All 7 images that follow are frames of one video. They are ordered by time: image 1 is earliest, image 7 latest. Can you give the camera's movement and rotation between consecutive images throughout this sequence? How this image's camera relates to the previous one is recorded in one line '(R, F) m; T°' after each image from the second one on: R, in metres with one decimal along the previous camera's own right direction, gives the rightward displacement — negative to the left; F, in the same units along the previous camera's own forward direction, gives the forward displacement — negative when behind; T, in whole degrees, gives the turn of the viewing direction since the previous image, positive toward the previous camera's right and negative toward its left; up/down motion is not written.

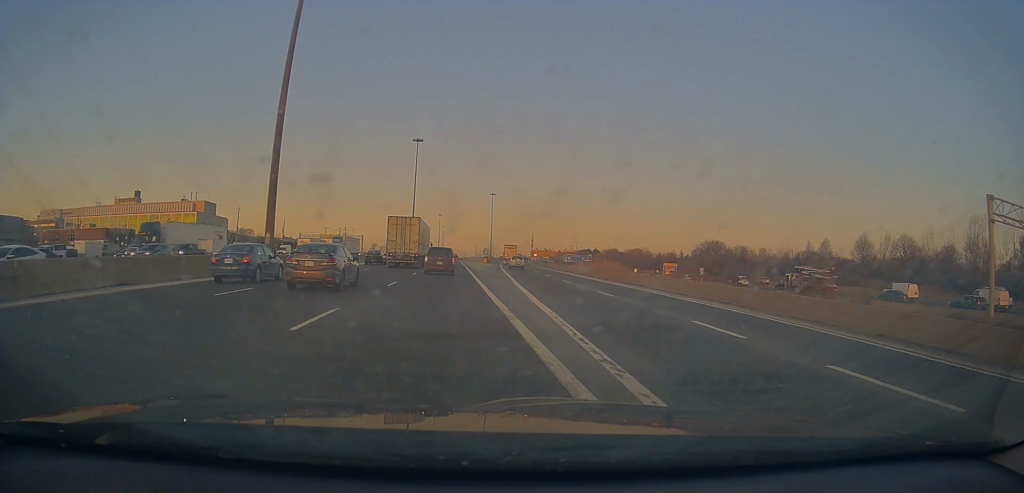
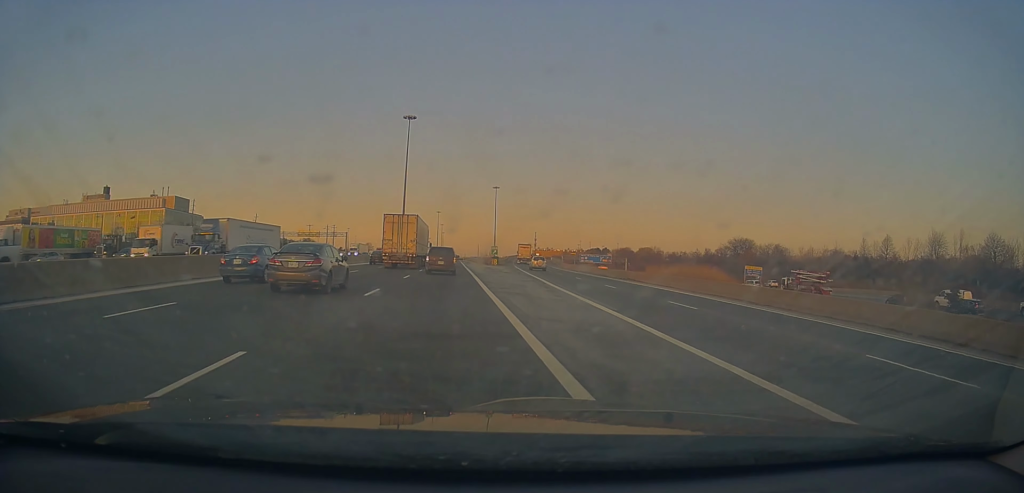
(0.0, +29.6) m; +1°
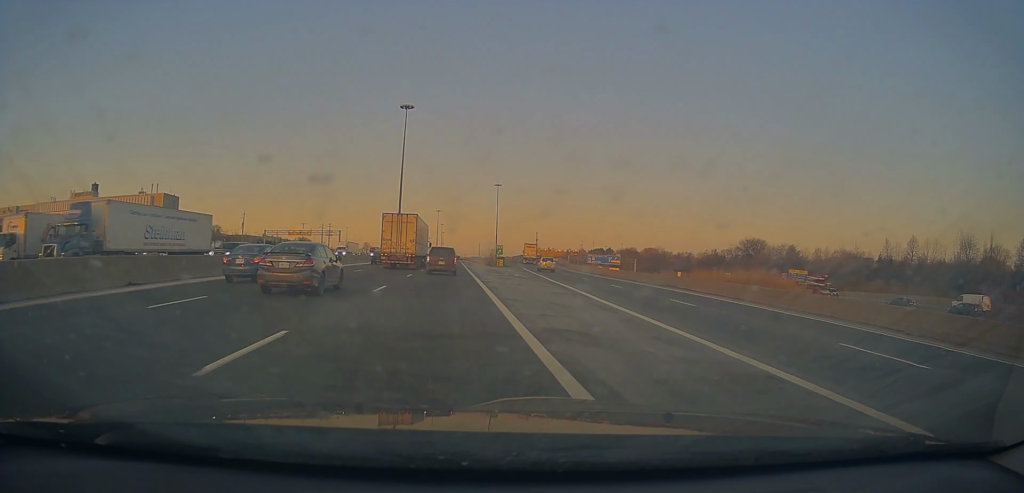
(+0.1, +10.4) m; 0°
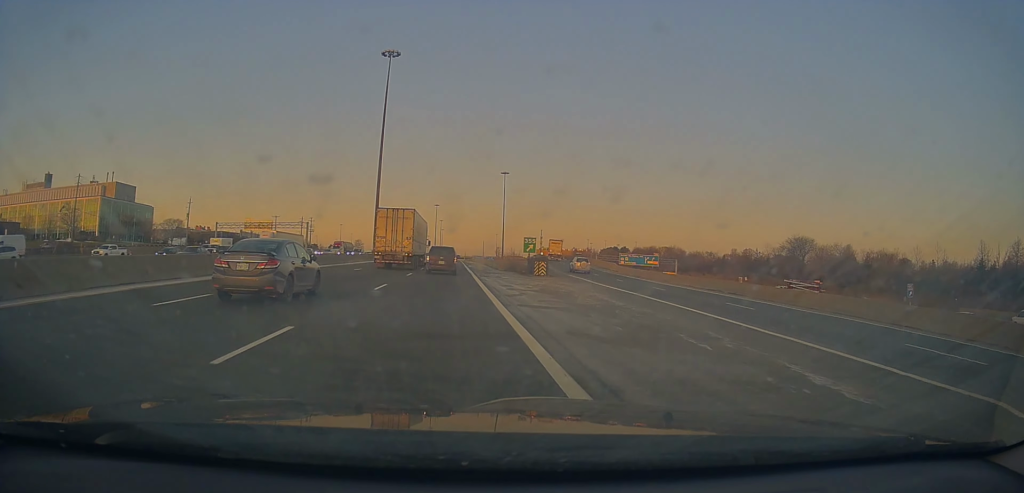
(+0.2, +36.4) m; -1°
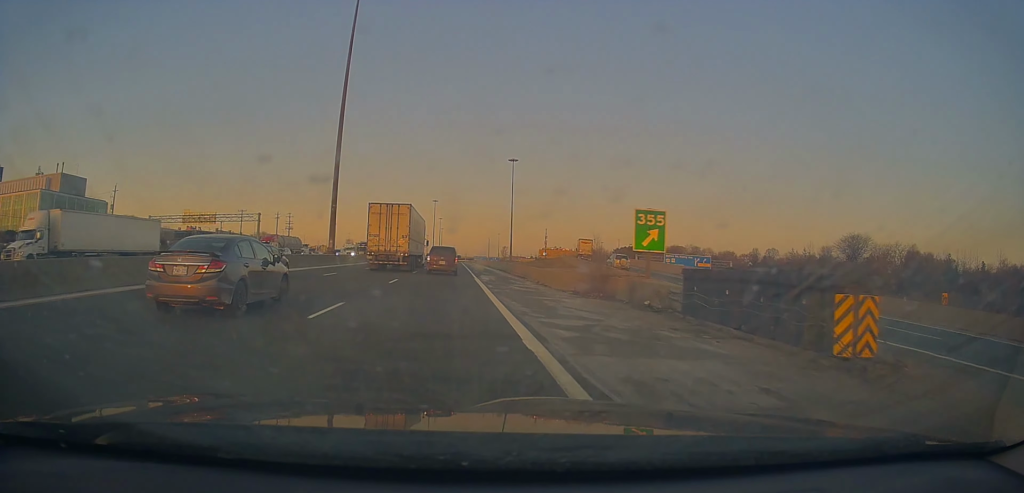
(-0.4, +32.4) m; -1°
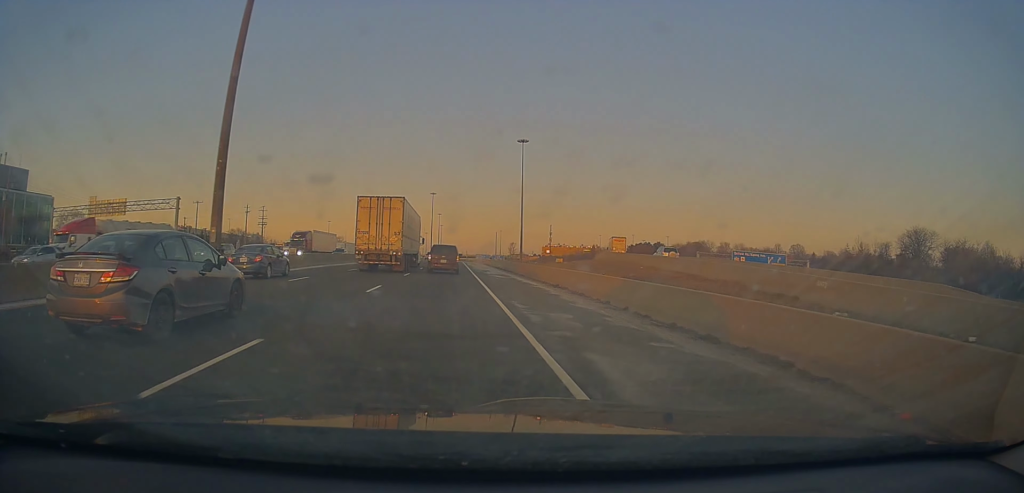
(+0.2, +30.2) m; 0°
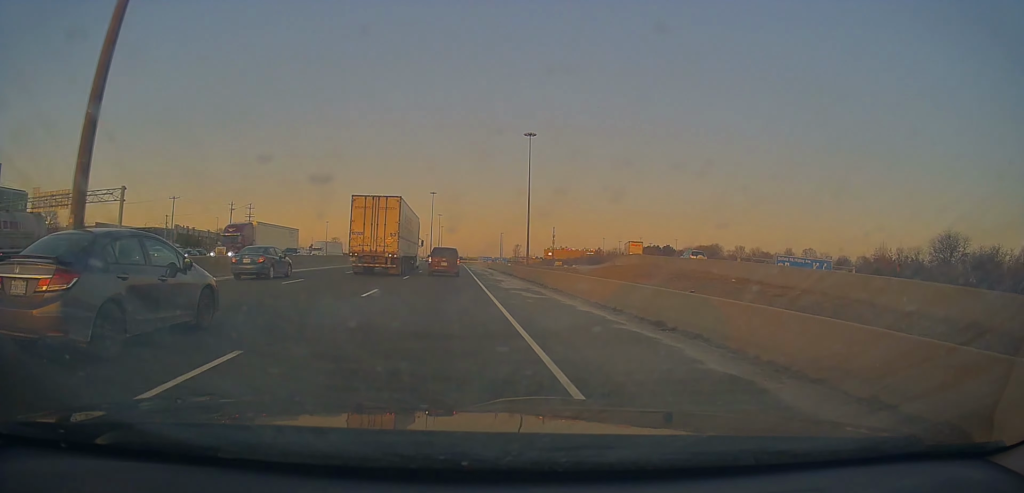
(0.0, +13.1) m; 0°
